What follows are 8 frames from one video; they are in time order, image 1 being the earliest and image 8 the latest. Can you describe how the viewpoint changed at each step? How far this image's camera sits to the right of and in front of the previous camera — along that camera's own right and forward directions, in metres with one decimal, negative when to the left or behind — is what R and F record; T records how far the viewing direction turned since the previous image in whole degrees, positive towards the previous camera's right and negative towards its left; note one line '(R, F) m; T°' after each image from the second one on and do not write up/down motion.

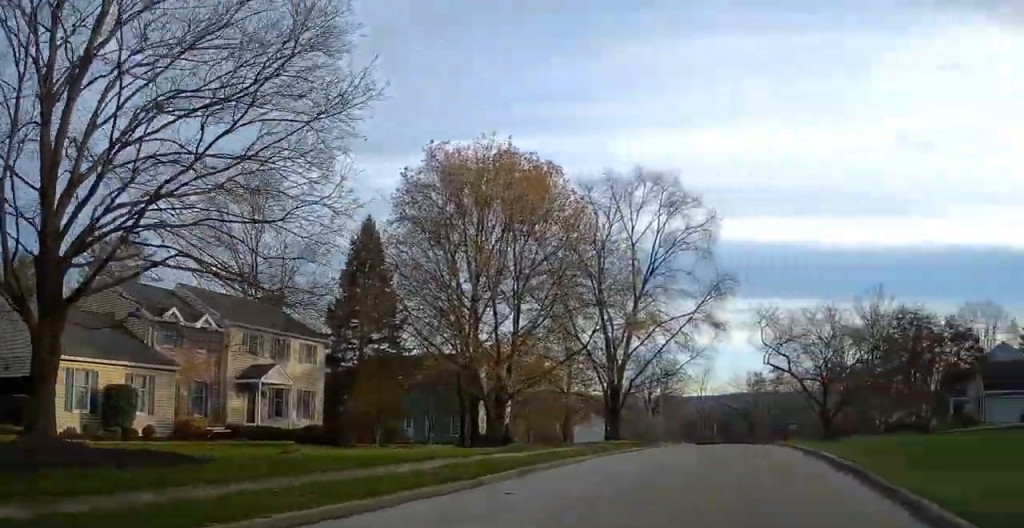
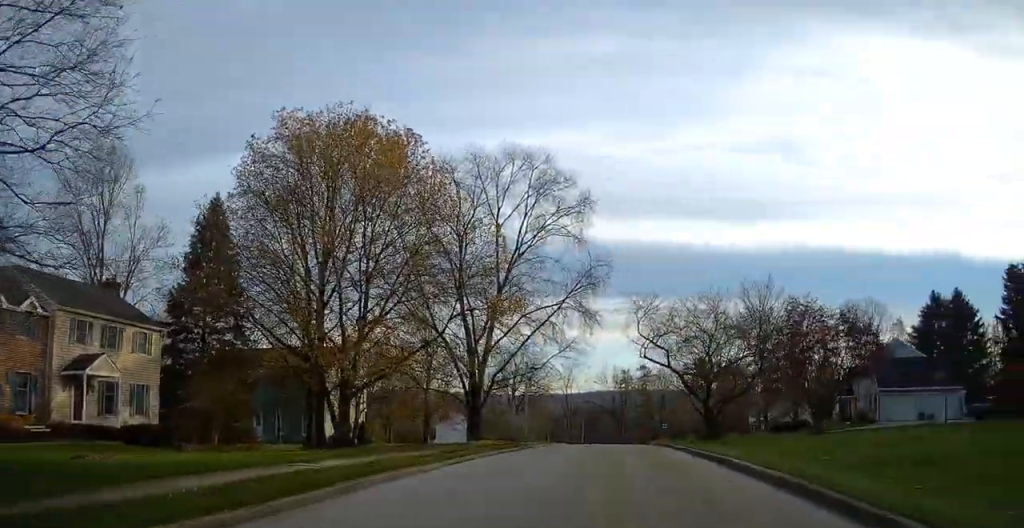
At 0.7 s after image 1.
(+0.5, +3.3) m; +15°
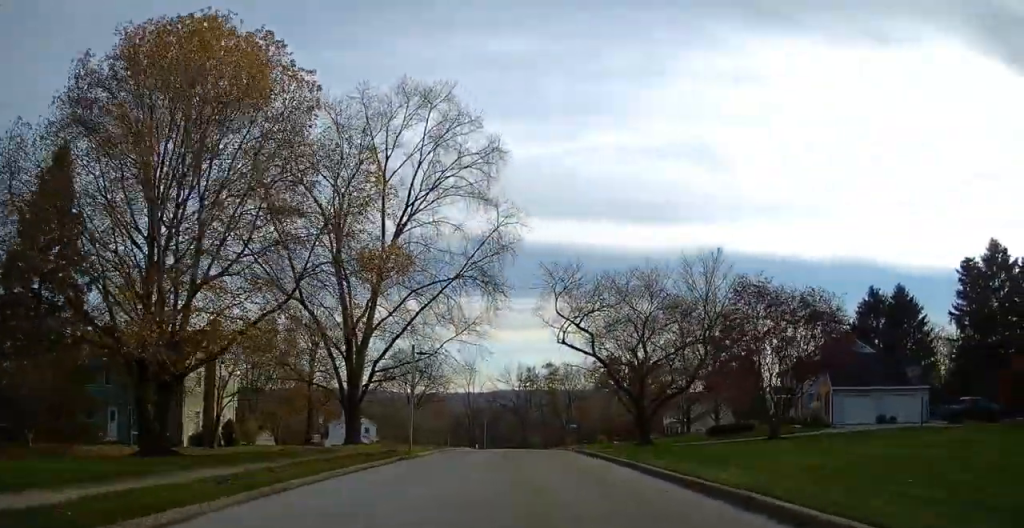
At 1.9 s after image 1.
(+1.1, +7.8) m; +11°
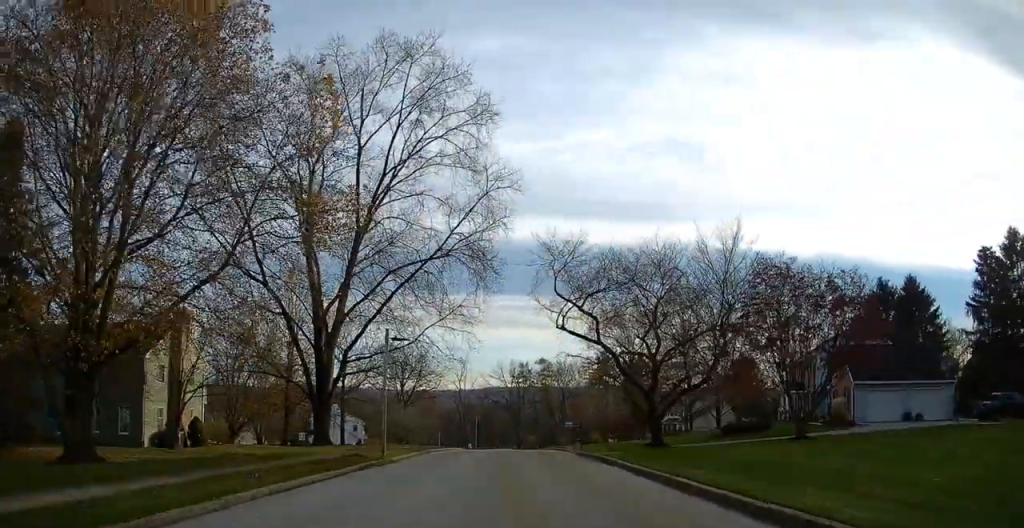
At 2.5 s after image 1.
(+0.1, +4.2) m; +2°
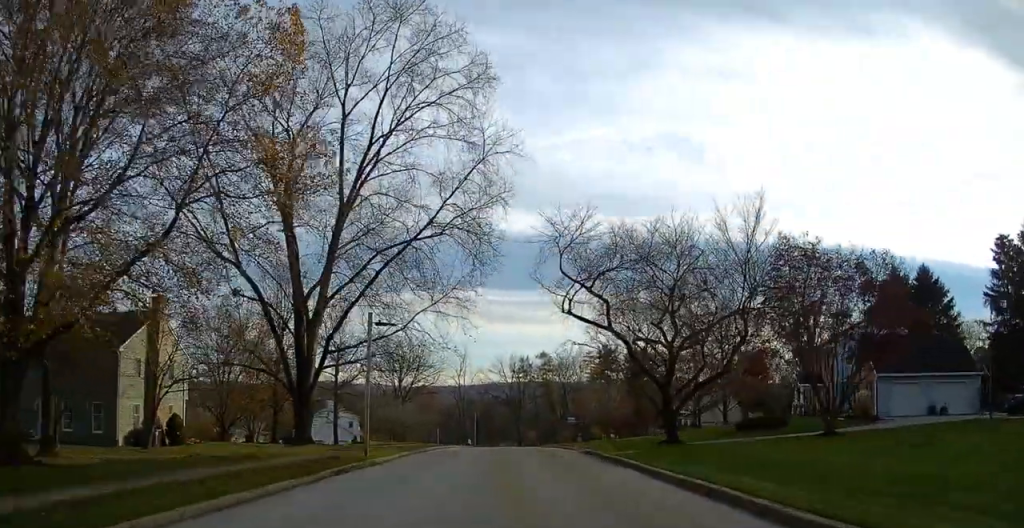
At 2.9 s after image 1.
(0.0, +3.1) m; 0°
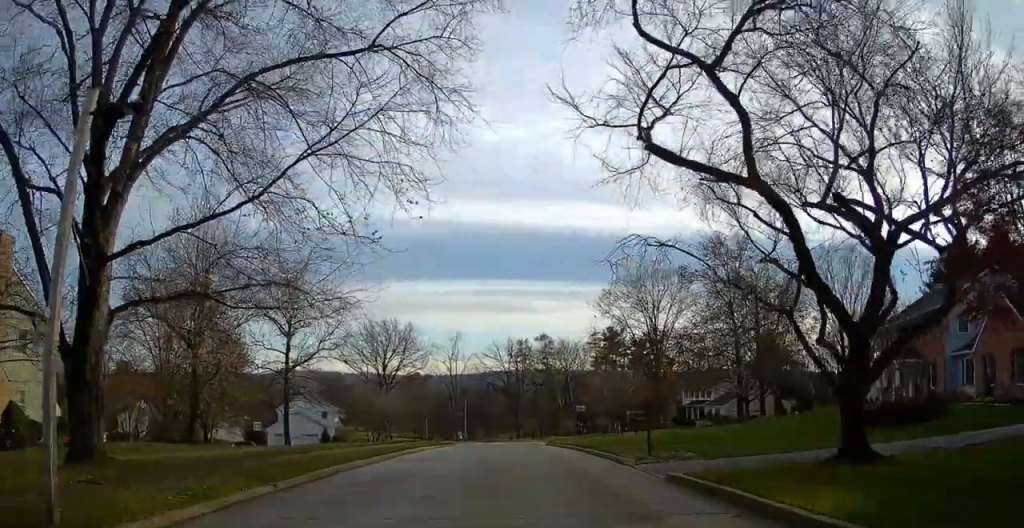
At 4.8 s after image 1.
(+0.1, +15.2) m; +1°
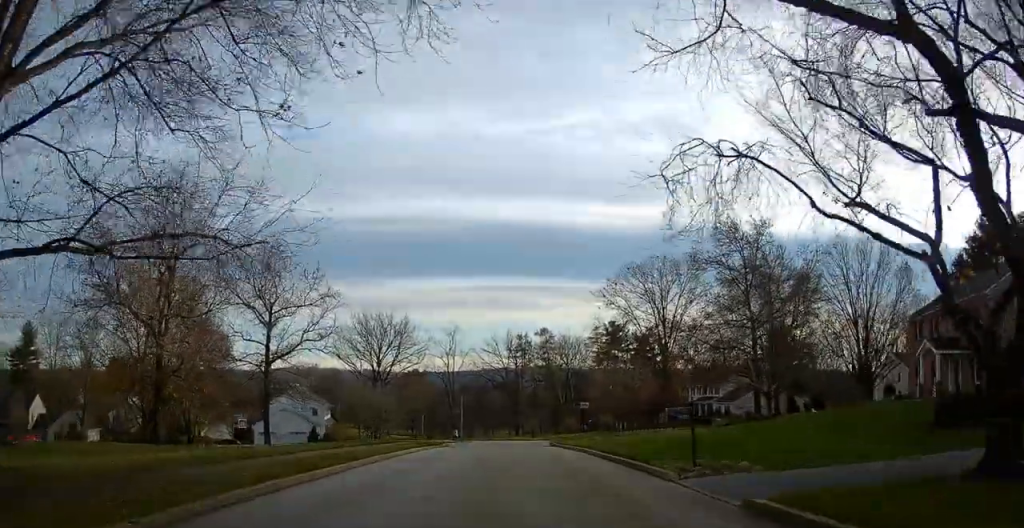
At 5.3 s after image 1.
(0.0, +4.8) m; 0°
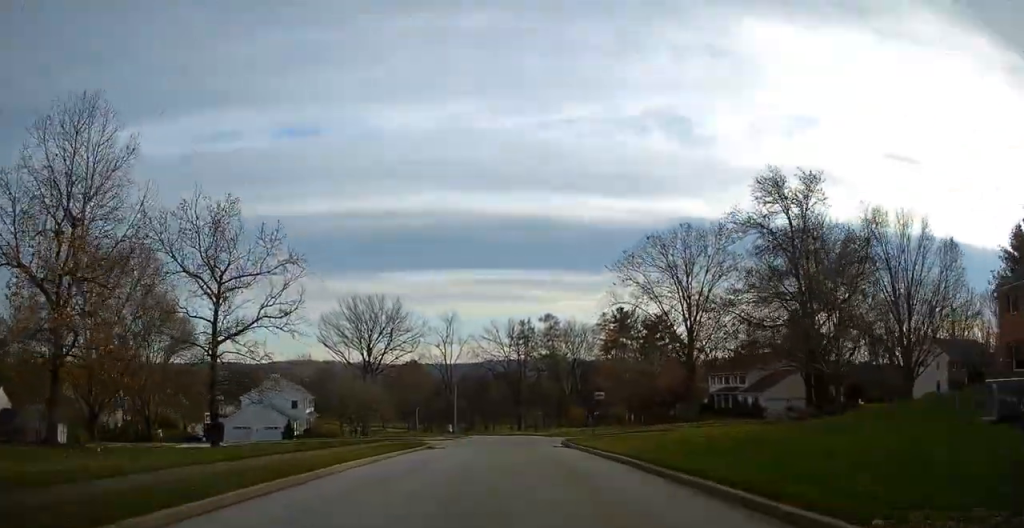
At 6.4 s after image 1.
(0.0, +10.0) m; -1°
